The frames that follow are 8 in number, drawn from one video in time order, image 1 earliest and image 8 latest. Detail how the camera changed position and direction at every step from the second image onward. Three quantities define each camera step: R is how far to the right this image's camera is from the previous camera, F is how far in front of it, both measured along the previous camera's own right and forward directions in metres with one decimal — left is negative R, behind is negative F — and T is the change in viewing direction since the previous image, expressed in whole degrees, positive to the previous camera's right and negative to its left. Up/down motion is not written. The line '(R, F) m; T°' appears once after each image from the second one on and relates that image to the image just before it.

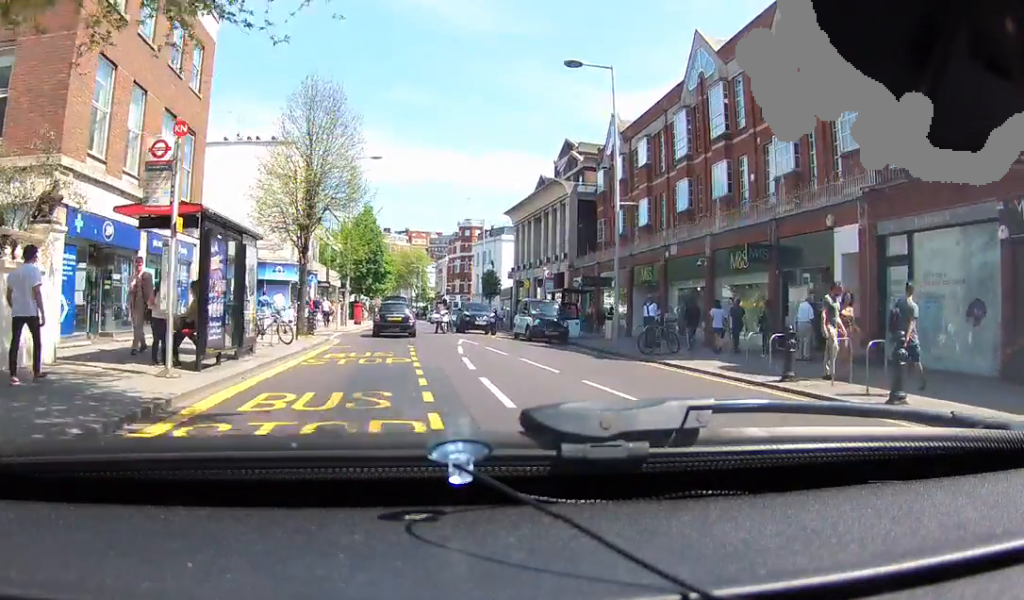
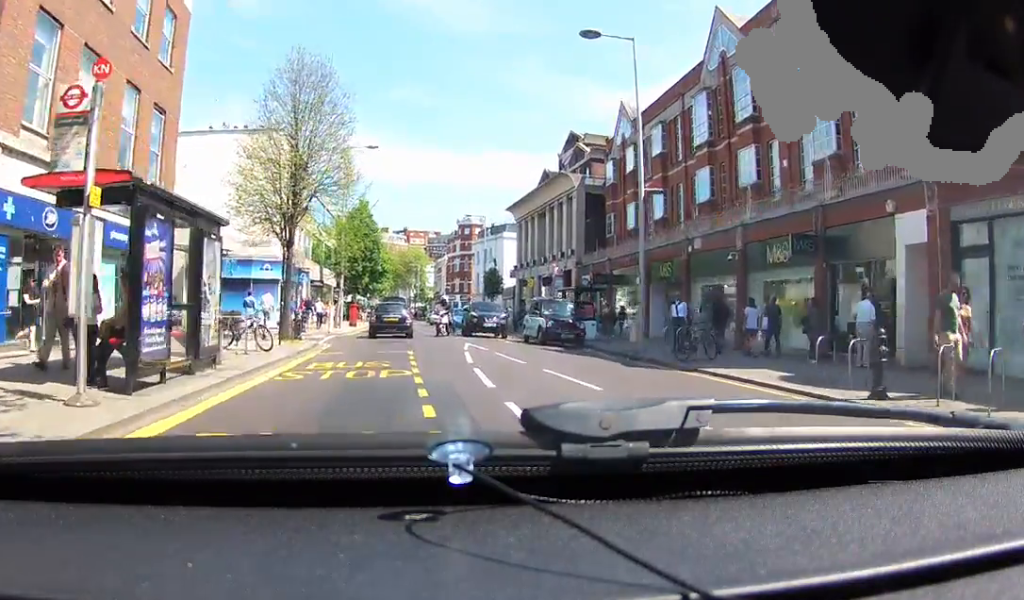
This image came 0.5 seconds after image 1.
(0.0, +3.4) m; 0°
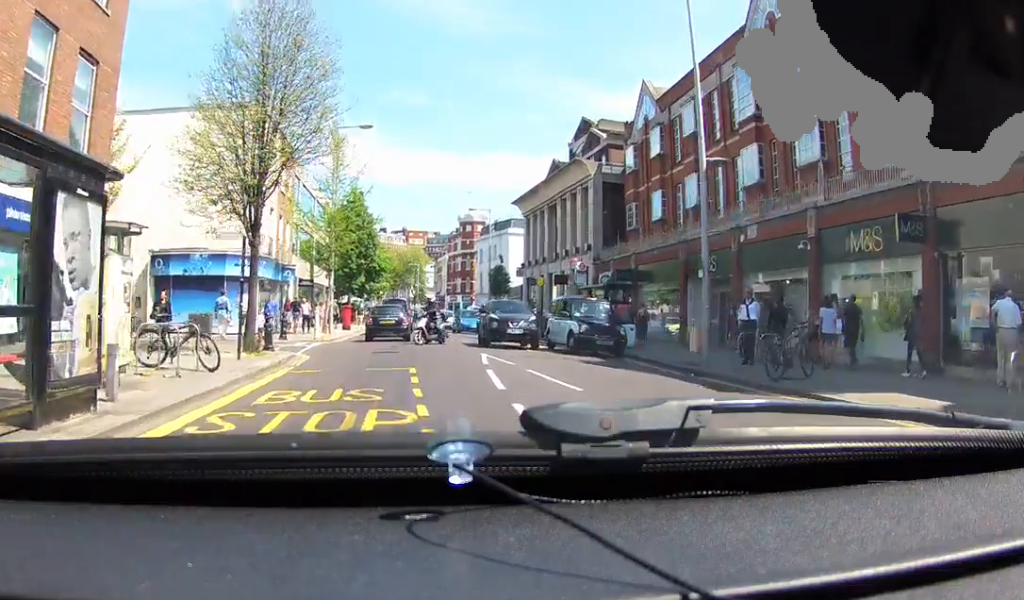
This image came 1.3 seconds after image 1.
(0.0, +5.6) m; 0°
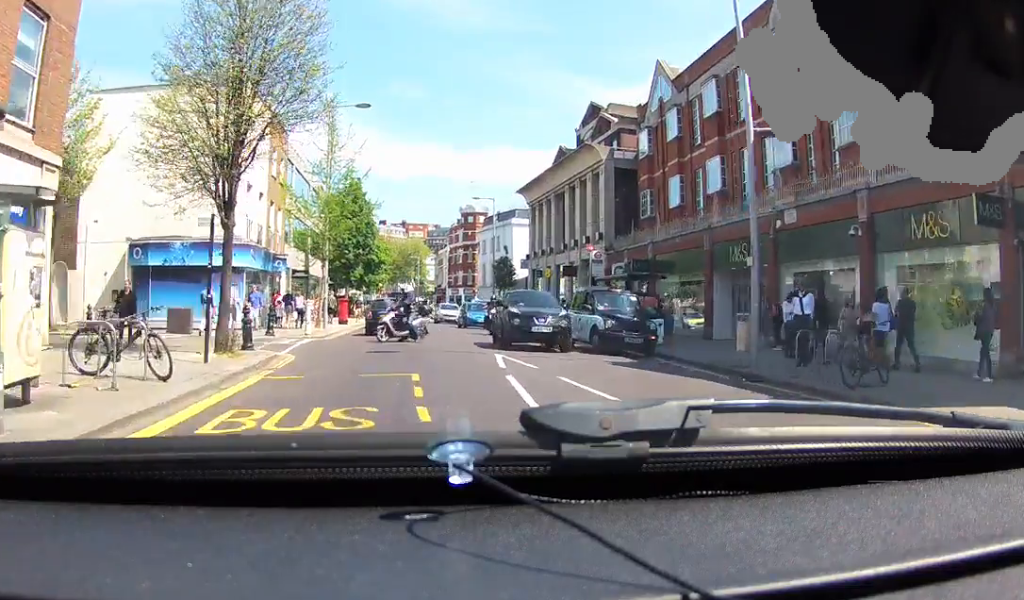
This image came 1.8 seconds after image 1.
(0.0, +2.9) m; 0°
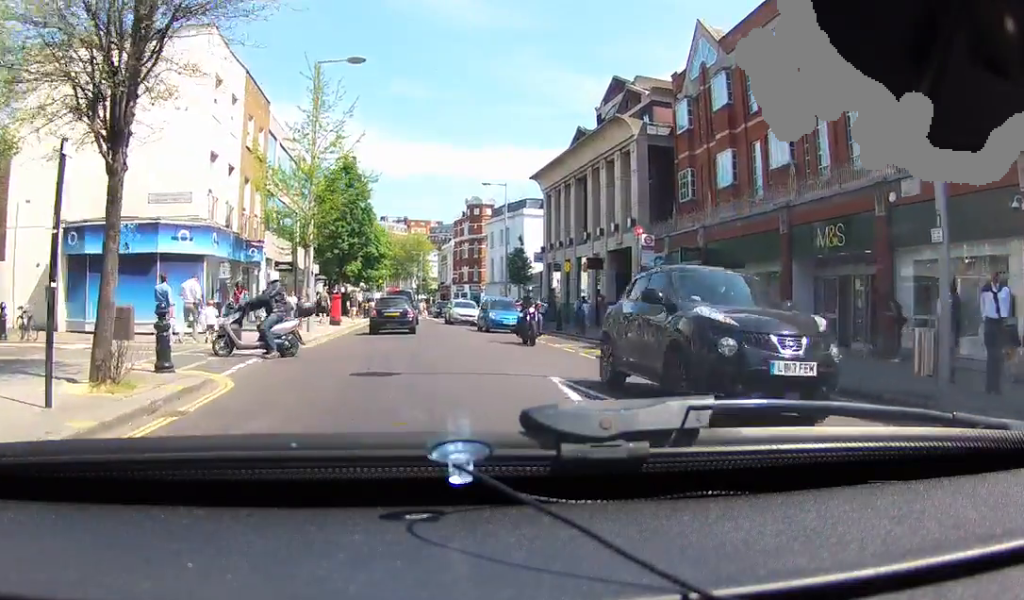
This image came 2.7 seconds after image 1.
(0.0, +6.6) m; 0°
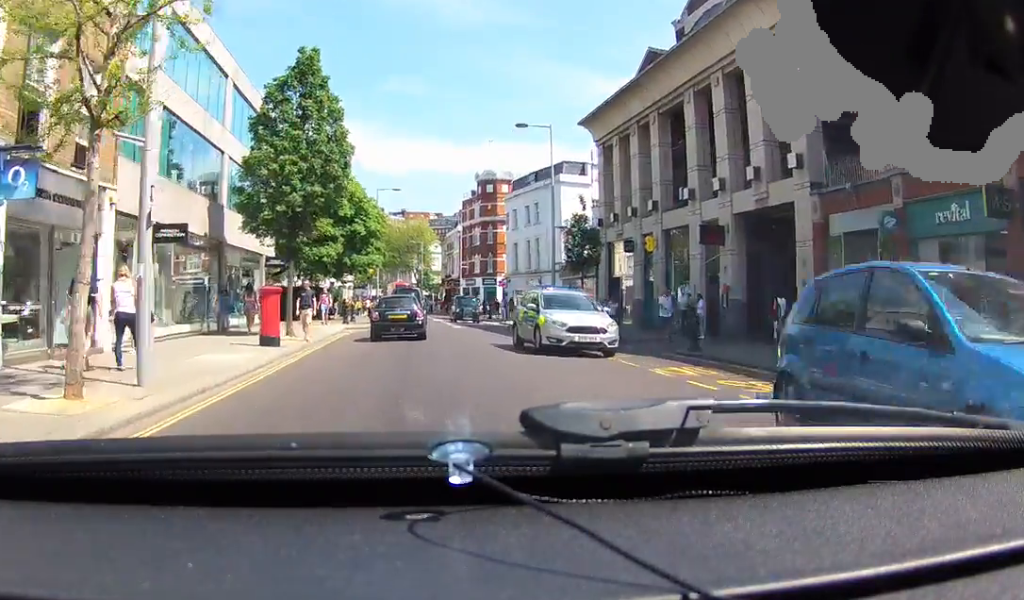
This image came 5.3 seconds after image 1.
(+0.1, +18.7) m; +1°
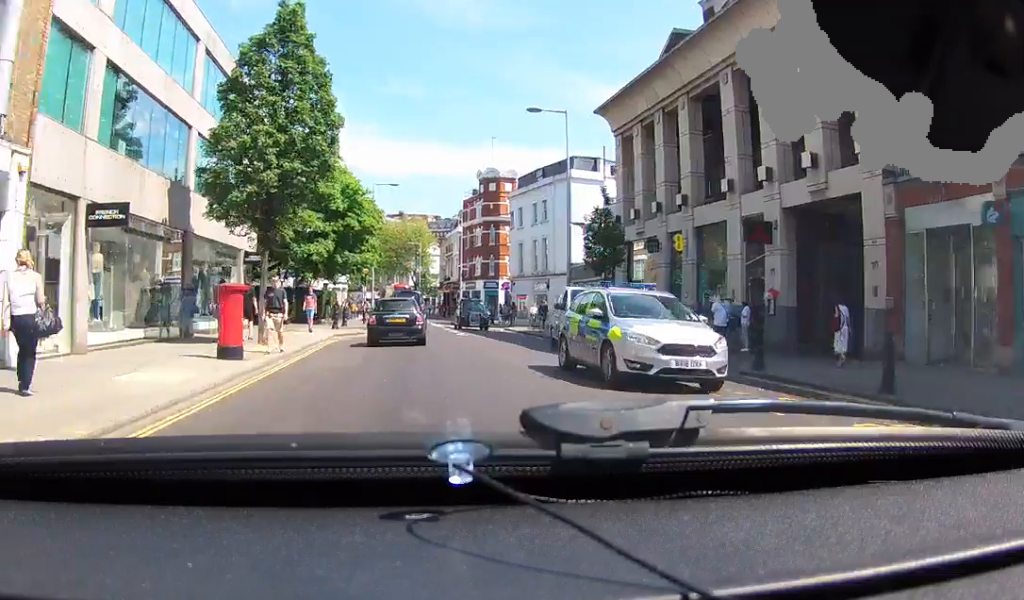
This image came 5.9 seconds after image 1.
(+0.1, +4.1) m; -1°
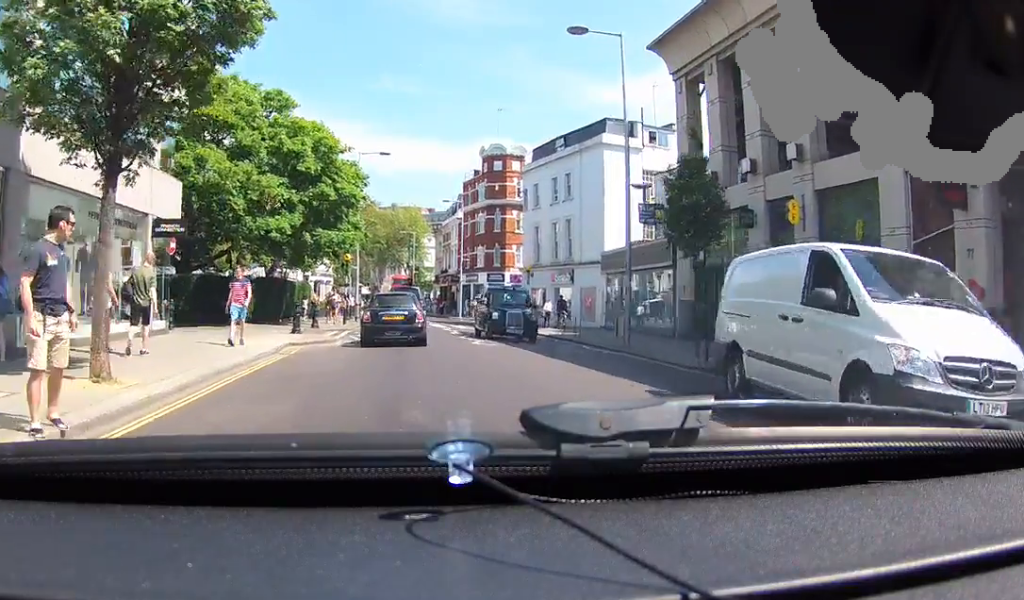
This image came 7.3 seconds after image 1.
(-0.2, +10.0) m; +2°
